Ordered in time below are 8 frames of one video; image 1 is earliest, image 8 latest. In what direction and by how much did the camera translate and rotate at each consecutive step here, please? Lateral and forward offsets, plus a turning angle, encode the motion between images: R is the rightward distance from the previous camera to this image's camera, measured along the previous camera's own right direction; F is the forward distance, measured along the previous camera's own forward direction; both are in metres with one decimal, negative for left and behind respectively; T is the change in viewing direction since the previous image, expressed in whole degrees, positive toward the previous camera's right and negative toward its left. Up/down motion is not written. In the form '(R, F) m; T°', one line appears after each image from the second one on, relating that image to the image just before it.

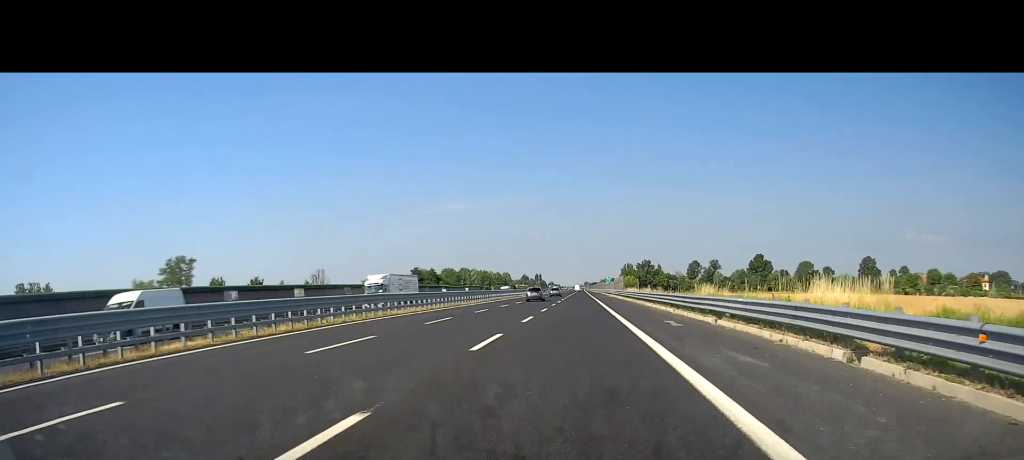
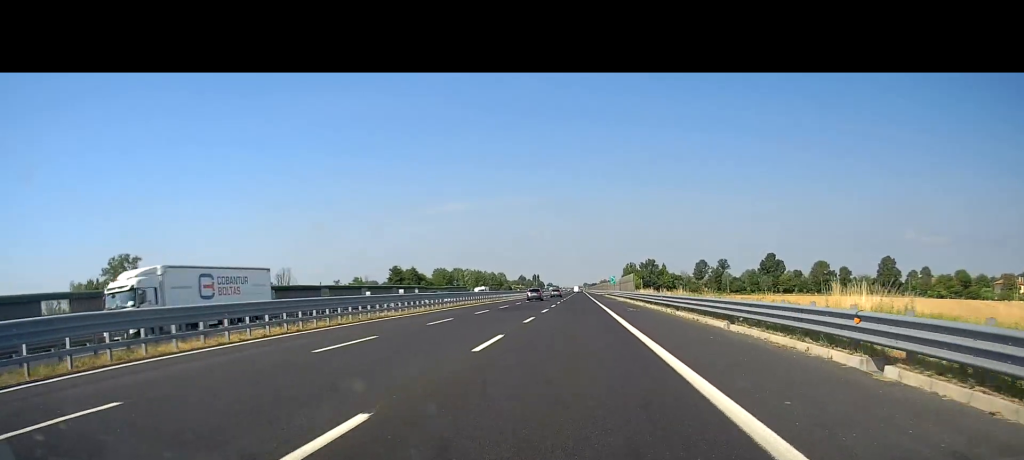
(-0.1, +22.7) m; 0°
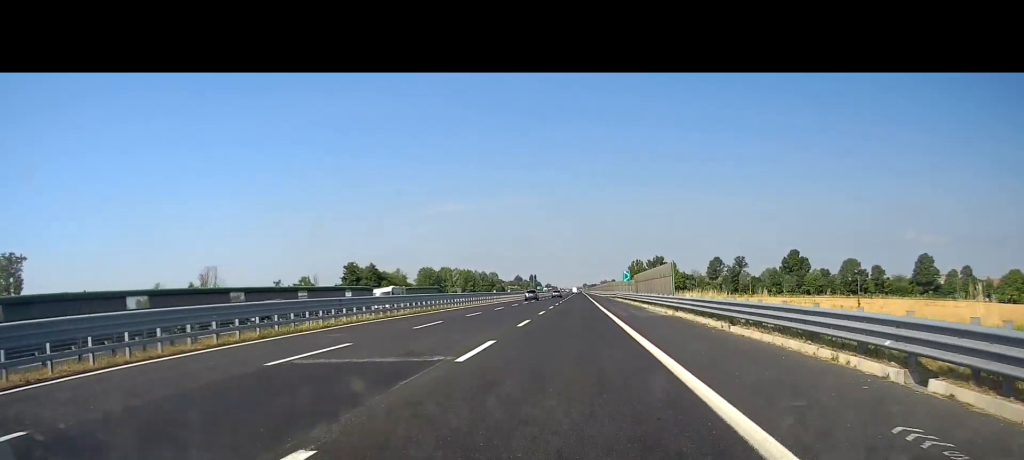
(+0.4, +35.7) m; +1°
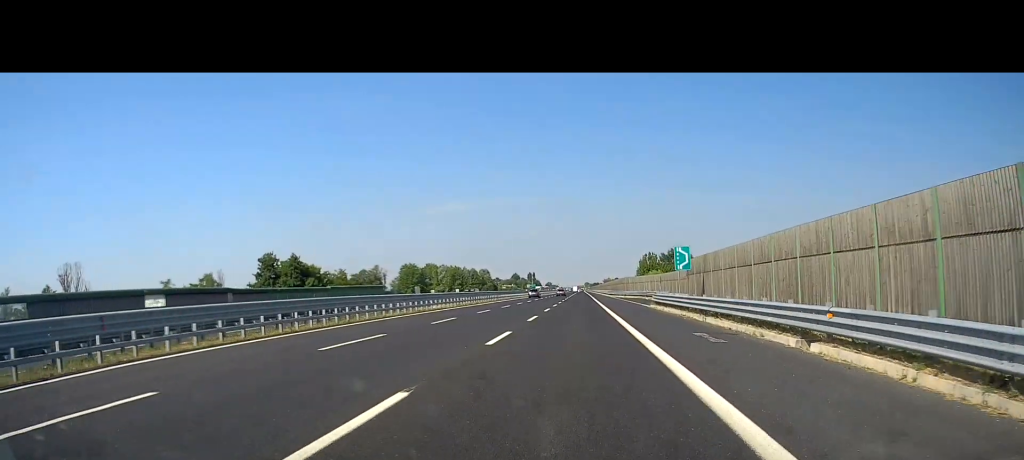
(-0.1, +42.5) m; 0°
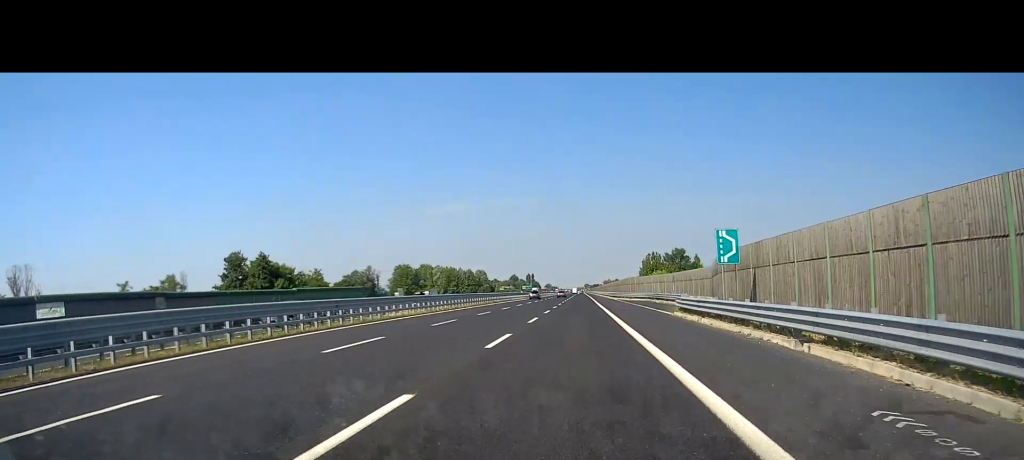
(+0.1, +11.3) m; 0°
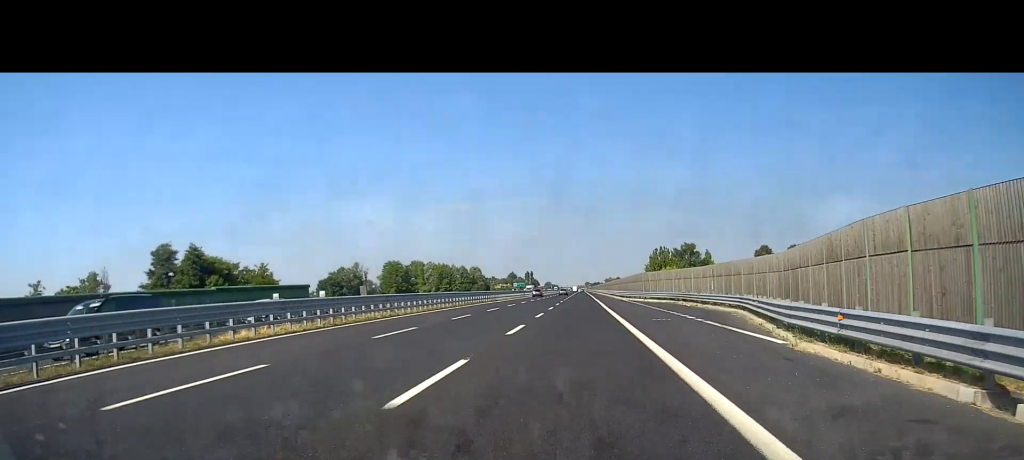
(+0.2, +19.0) m; 0°
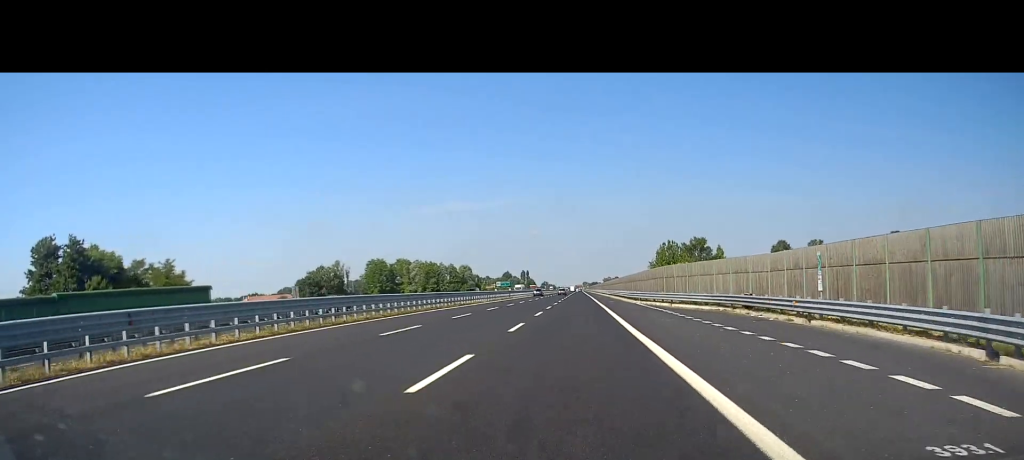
(-0.3, +21.6) m; 0°
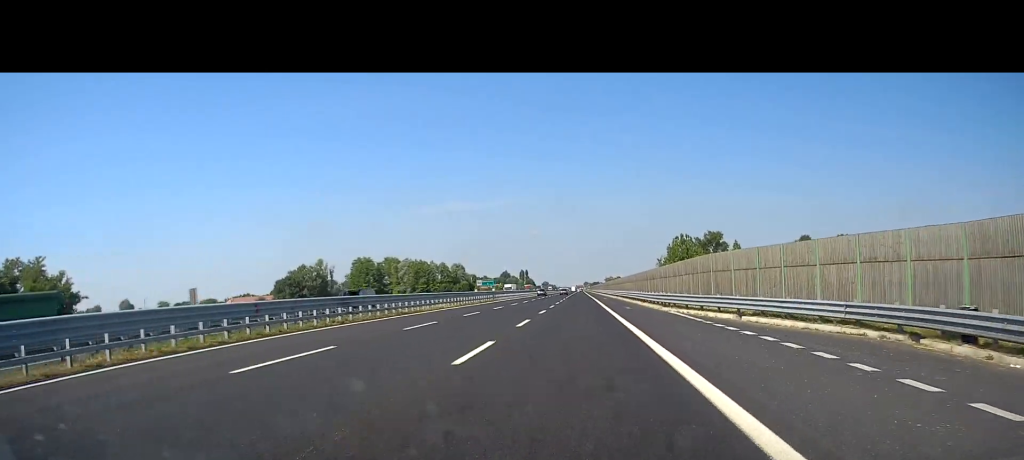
(+0.2, +19.8) m; +1°
